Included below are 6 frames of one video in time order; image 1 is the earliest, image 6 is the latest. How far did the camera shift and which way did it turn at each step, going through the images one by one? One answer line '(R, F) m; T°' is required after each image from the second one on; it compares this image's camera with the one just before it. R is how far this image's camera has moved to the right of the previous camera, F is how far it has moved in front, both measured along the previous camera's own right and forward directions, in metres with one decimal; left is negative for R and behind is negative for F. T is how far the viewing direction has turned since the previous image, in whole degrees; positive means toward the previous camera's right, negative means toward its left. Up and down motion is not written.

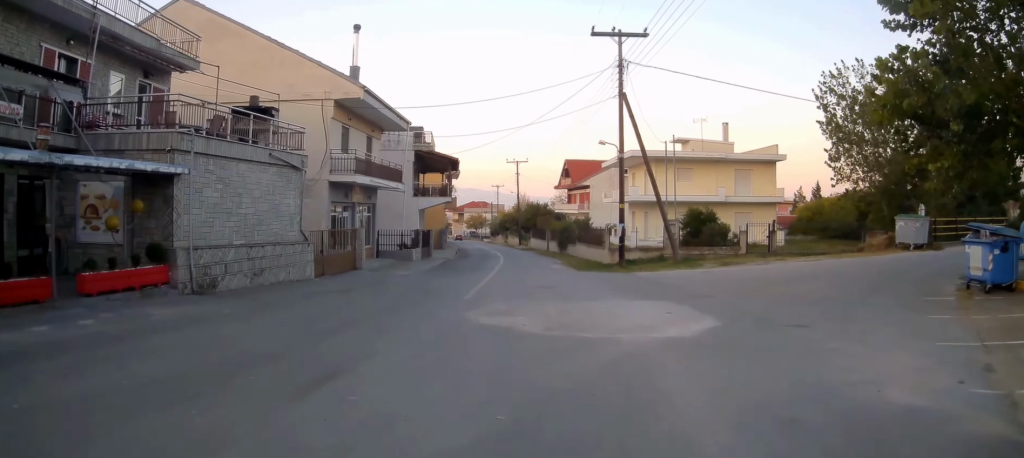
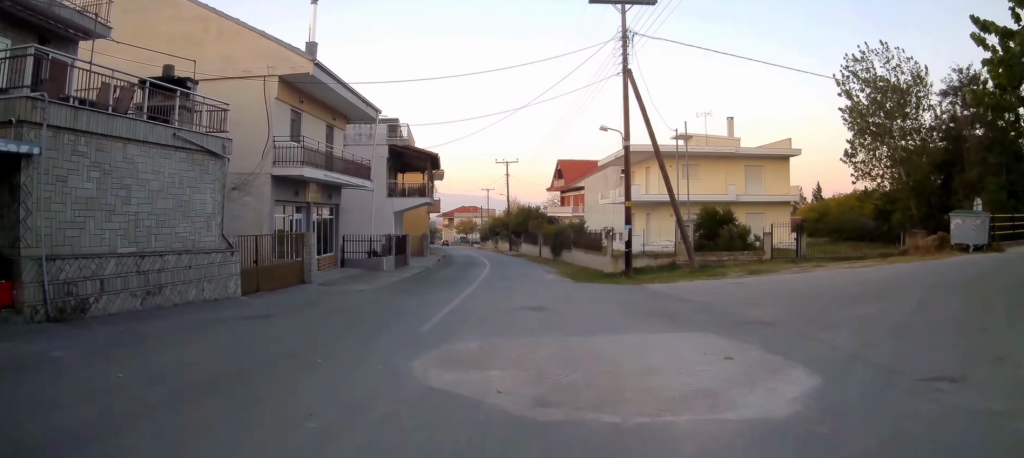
(+0.5, +4.8) m; 0°
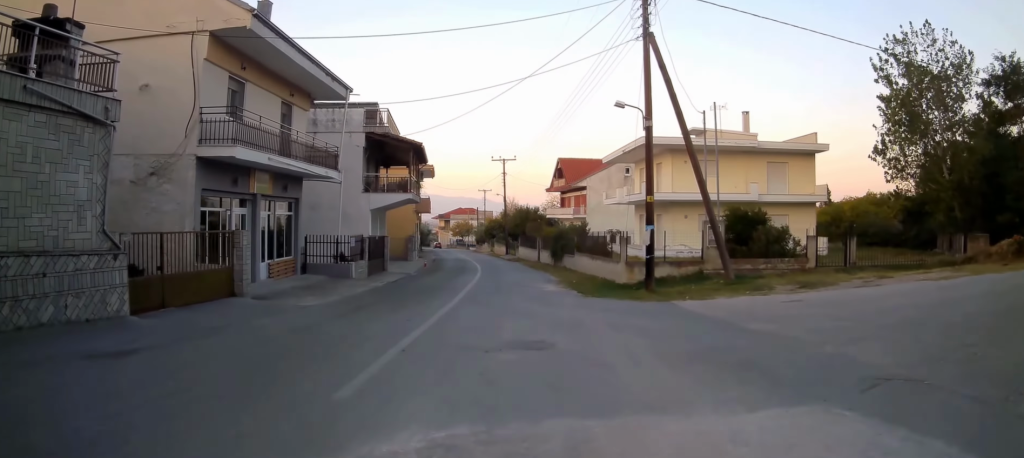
(-0.5, +4.8) m; -3°
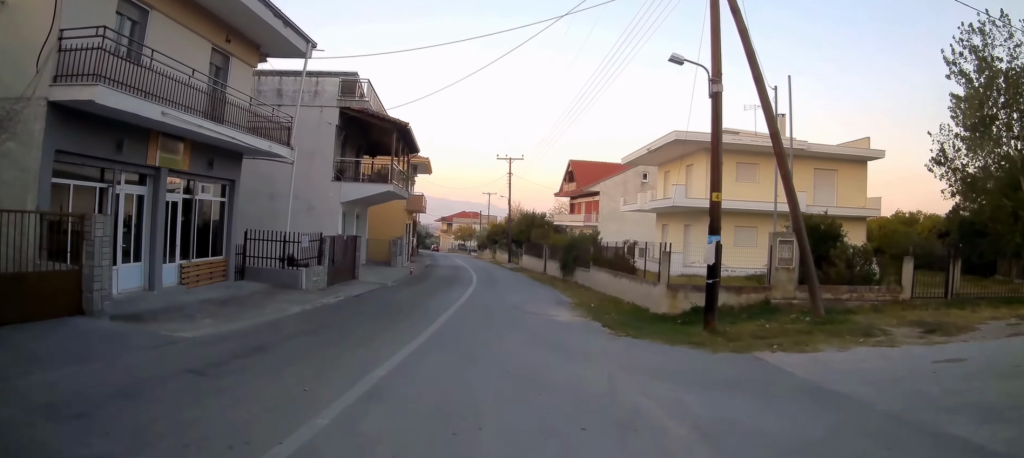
(+0.2, +5.9) m; 0°
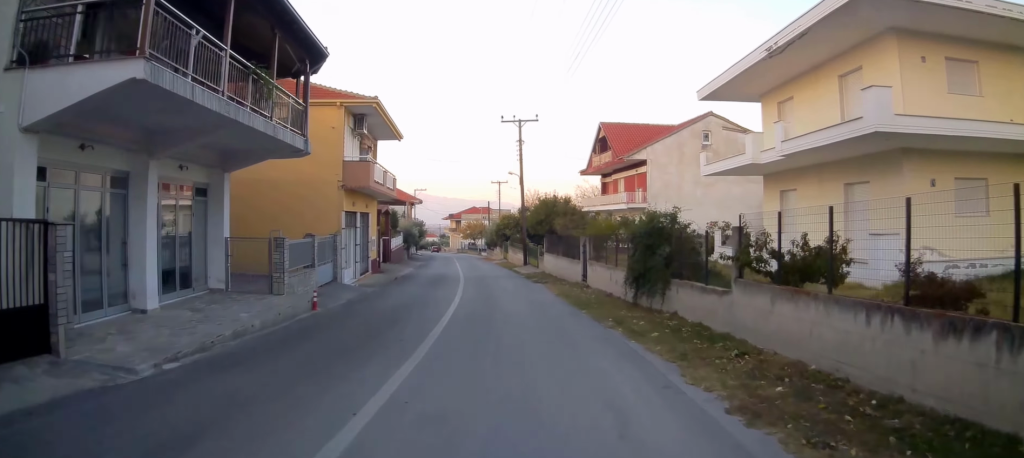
(-1.4, +17.2) m; -3°
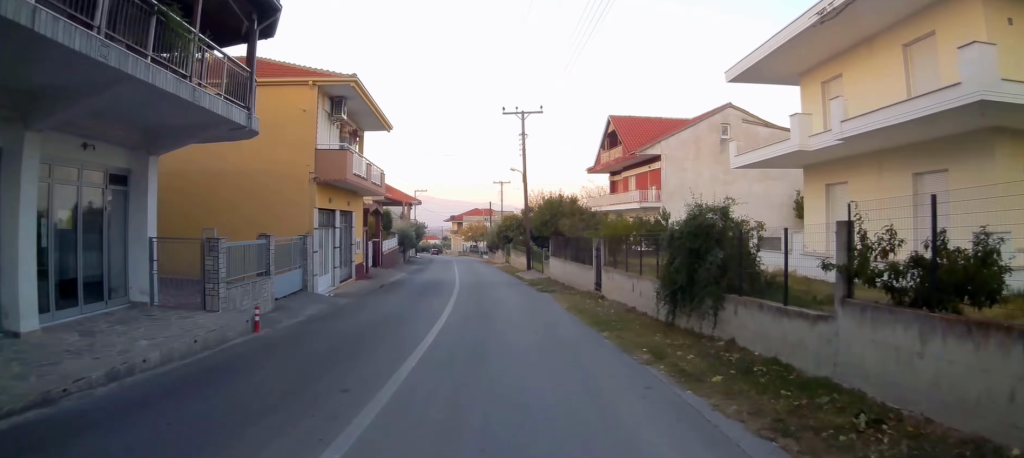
(0.0, +3.5) m; +1°
